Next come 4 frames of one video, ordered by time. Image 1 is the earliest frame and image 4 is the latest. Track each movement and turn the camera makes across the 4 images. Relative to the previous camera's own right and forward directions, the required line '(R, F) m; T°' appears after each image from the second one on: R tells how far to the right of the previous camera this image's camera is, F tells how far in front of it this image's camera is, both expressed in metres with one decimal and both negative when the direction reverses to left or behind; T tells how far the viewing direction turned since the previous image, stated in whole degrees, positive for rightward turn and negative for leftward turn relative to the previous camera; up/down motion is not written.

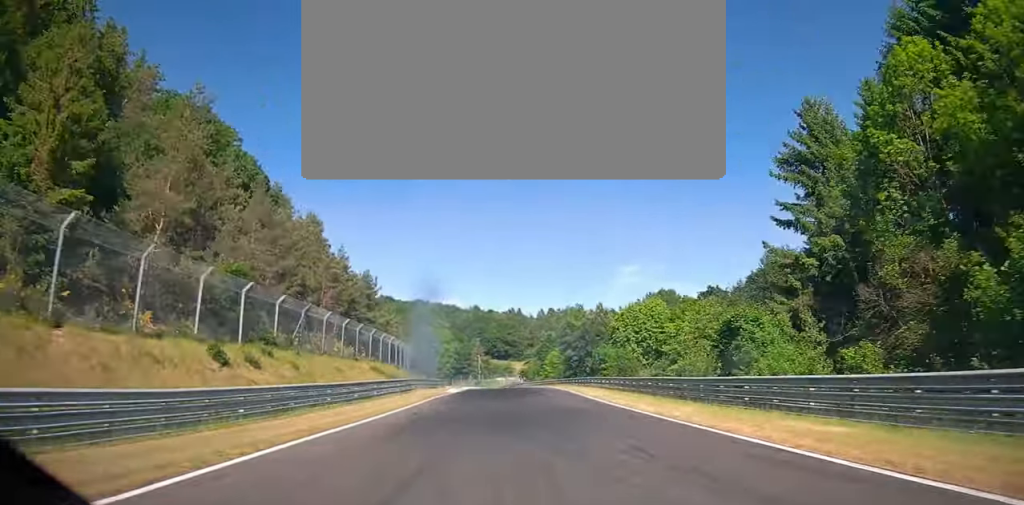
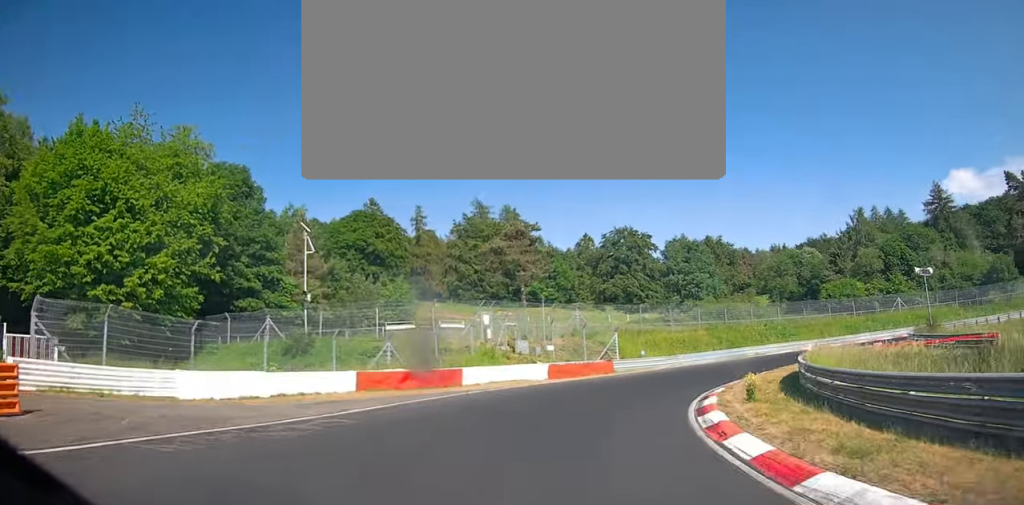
(-14.0, +143.2) m; +2°
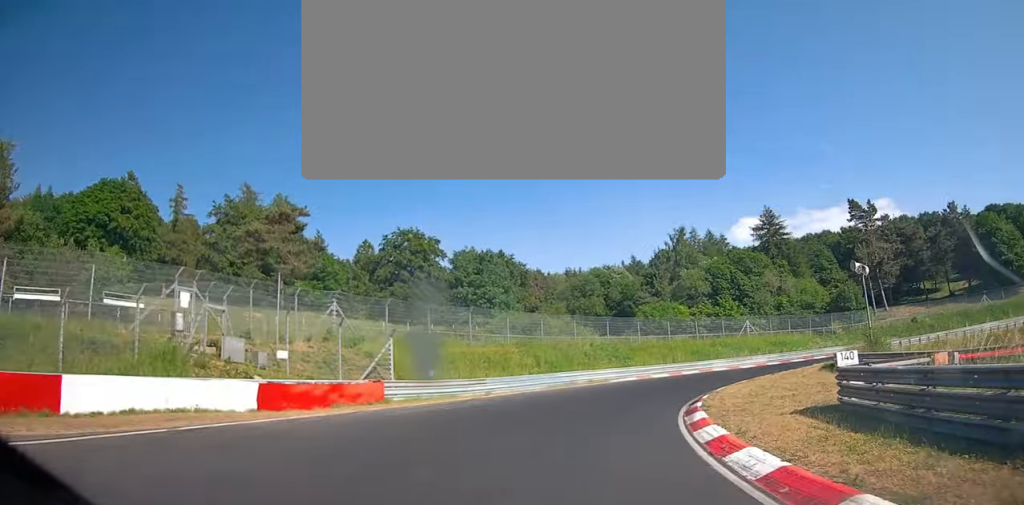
(+1.5, +19.5) m; +16°
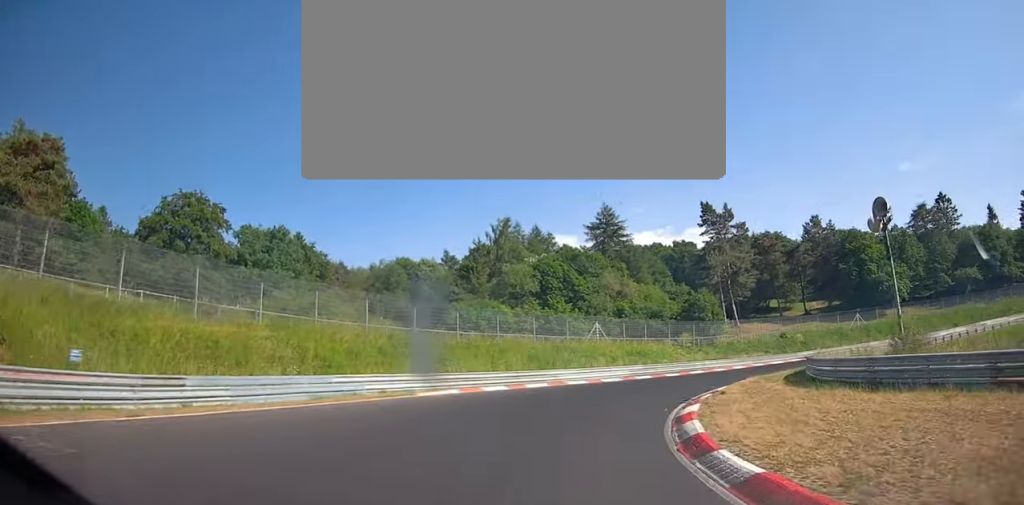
(+1.8, +17.8) m; +21°
